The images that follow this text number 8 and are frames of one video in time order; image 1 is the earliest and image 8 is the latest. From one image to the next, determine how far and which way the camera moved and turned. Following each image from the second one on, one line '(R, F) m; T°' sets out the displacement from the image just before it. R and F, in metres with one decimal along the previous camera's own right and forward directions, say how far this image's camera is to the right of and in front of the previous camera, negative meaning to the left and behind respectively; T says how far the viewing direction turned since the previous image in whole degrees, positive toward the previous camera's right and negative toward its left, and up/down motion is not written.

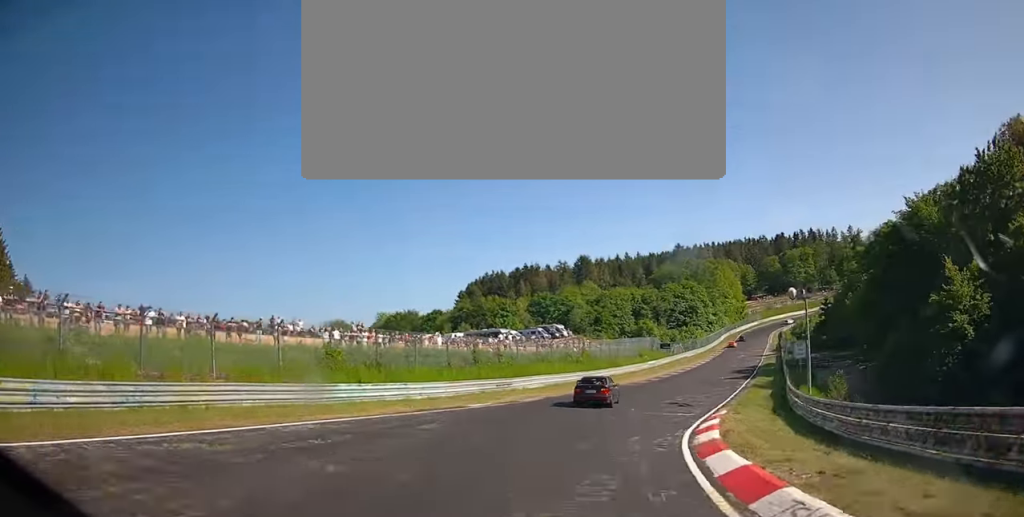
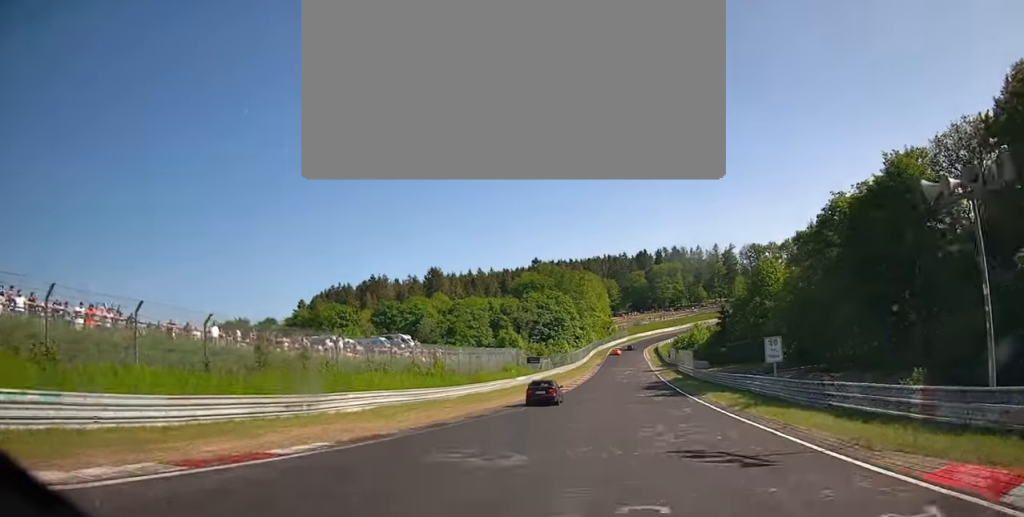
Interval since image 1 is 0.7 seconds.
(+2.4, +15.9) m; +15°
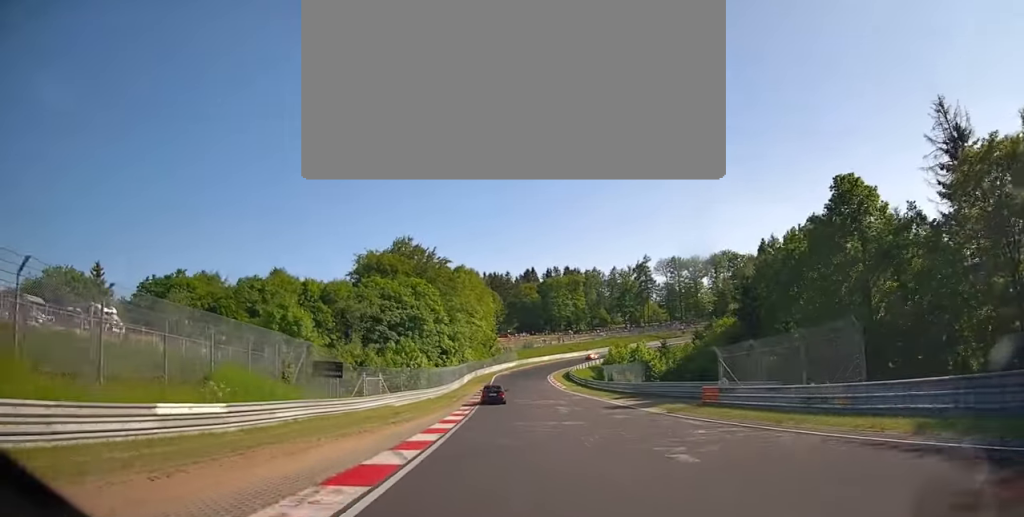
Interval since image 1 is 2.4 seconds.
(+7.1, +50.3) m; +10°
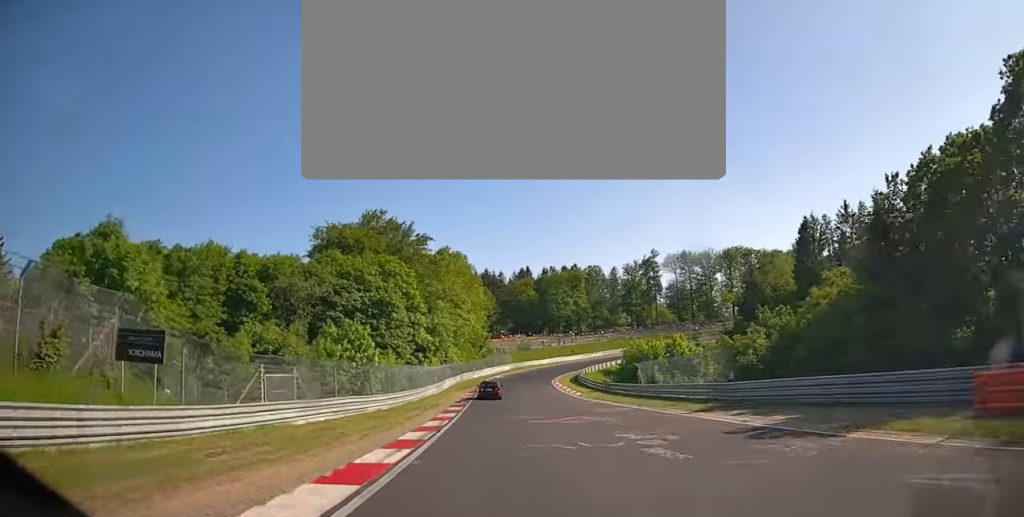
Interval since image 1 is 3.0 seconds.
(+0.3, +20.1) m; +1°
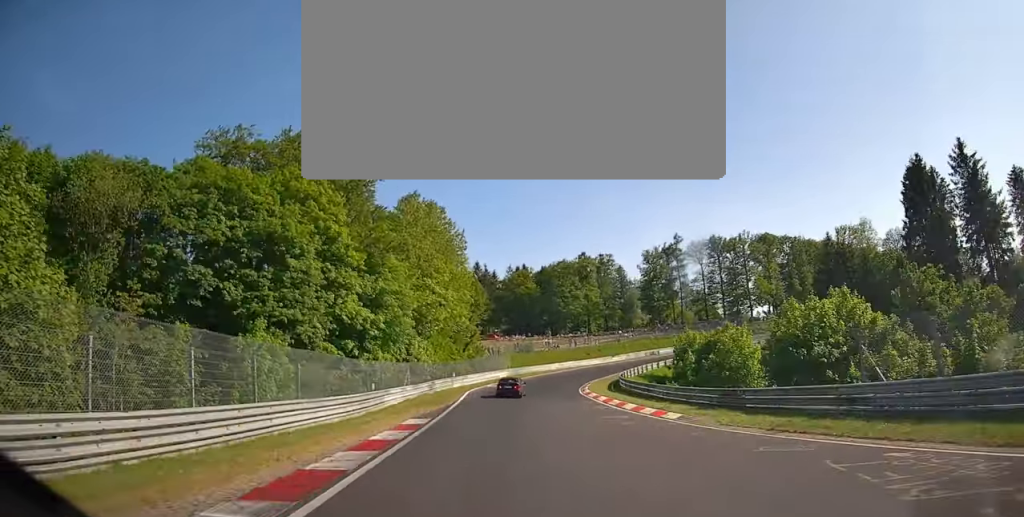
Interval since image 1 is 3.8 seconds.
(+0.2, +31.7) m; +1°
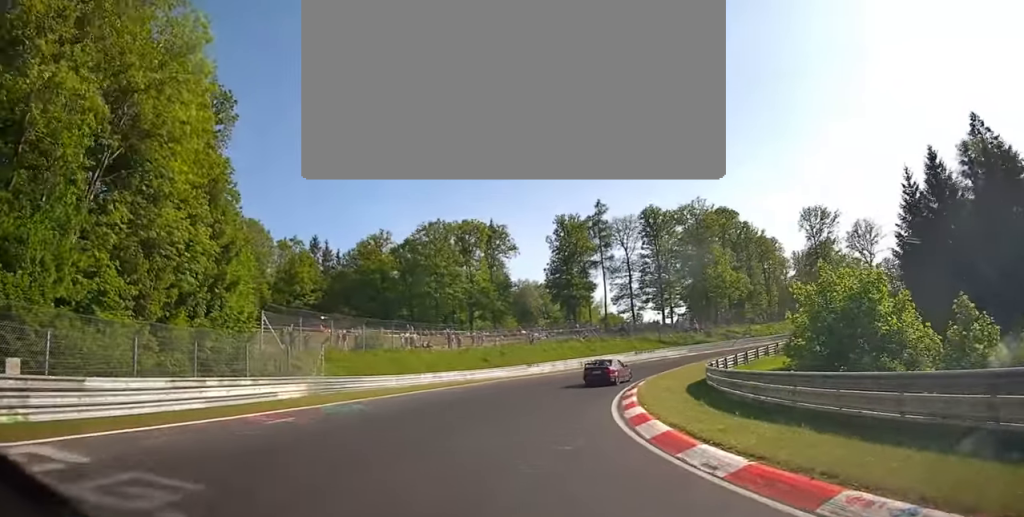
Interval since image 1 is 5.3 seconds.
(+2.4, +50.5) m; +14°
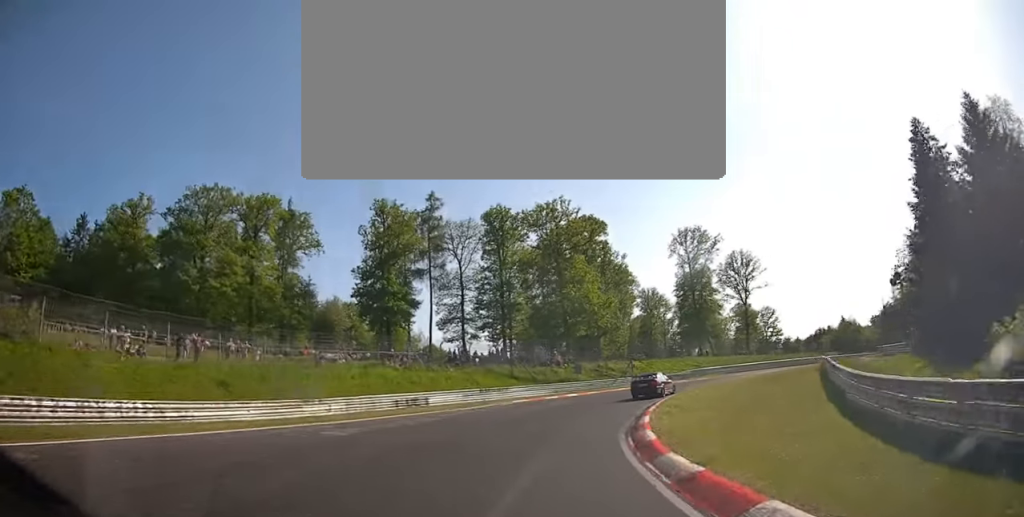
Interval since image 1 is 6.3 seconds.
(+4.2, +25.7) m; +22°
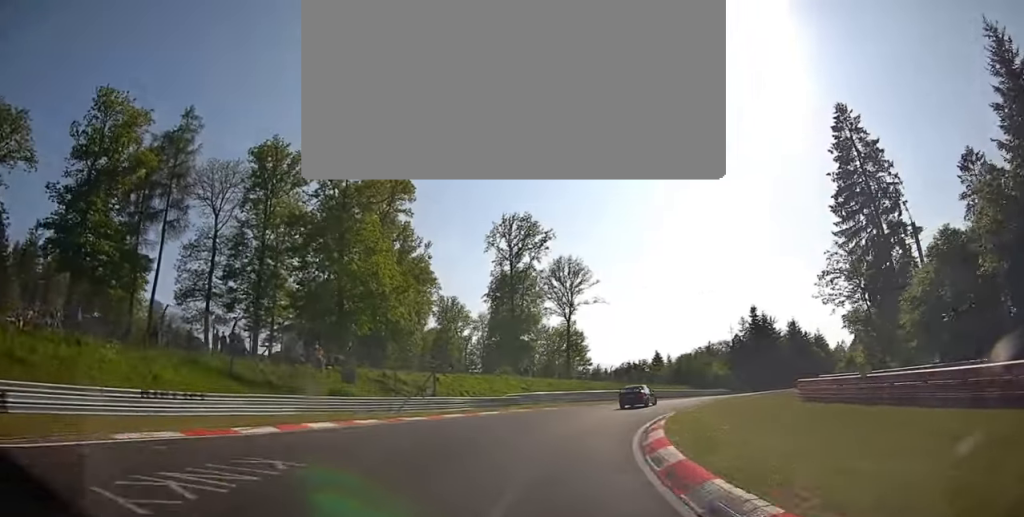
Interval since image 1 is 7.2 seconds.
(+5.6, +23.5) m; +25°
